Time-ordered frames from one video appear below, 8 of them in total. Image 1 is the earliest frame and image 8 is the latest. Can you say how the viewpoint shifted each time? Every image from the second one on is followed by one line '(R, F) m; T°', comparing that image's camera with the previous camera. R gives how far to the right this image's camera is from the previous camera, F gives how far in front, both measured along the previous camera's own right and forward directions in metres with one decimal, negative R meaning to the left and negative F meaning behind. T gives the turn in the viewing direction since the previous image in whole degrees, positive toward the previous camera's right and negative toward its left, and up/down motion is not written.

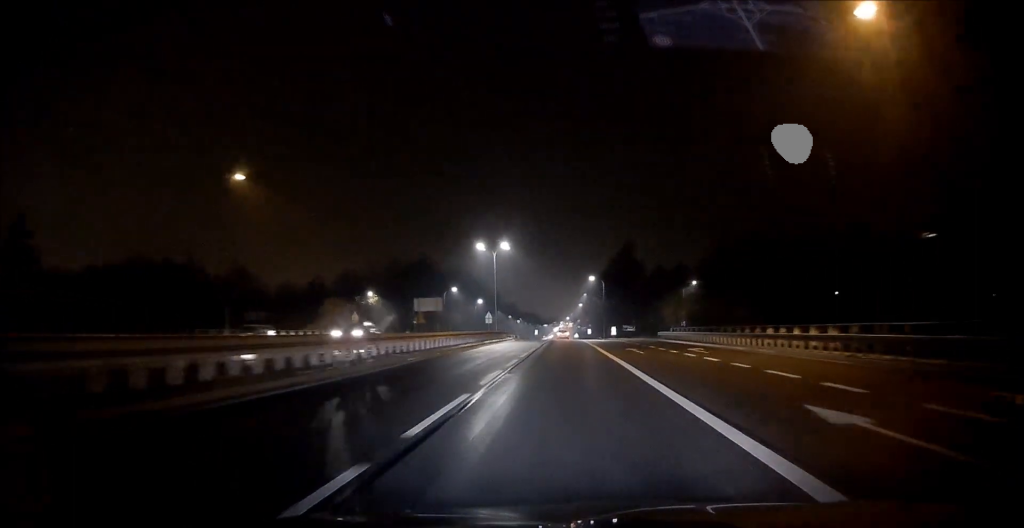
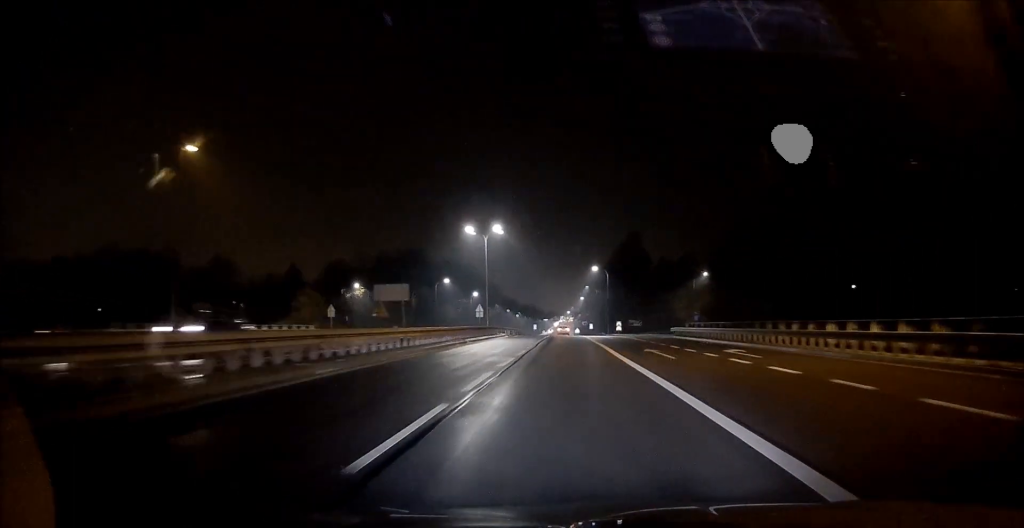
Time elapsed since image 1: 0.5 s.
(+0.2, +8.1) m; +1°
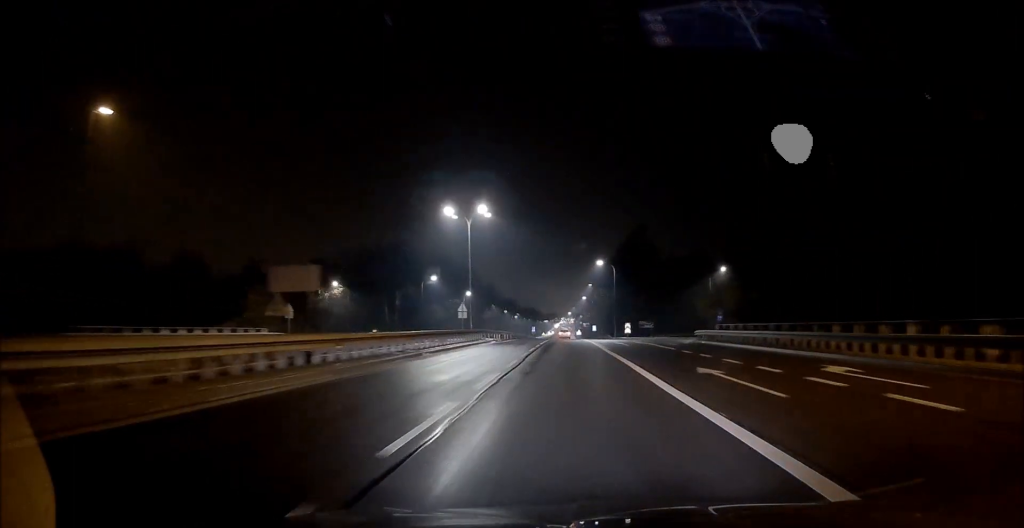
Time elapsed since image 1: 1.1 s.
(+0.1, +11.0) m; 0°
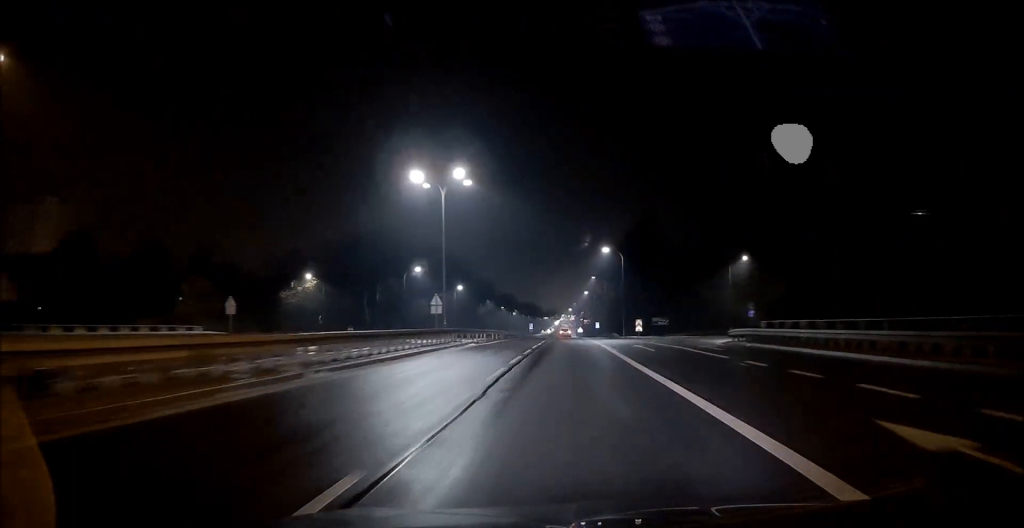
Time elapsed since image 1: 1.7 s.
(0.0, +11.0) m; -1°
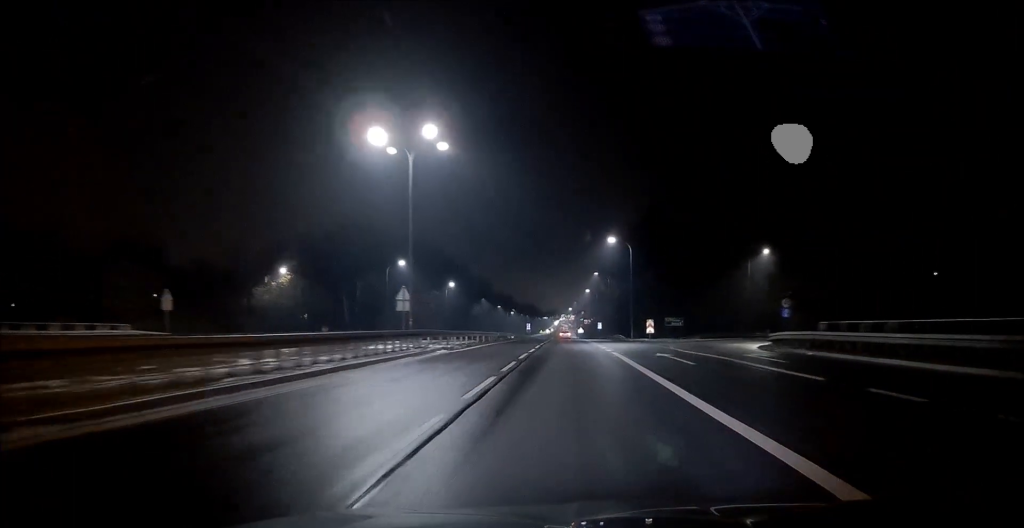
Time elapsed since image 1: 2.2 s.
(-0.1, +8.6) m; 0°
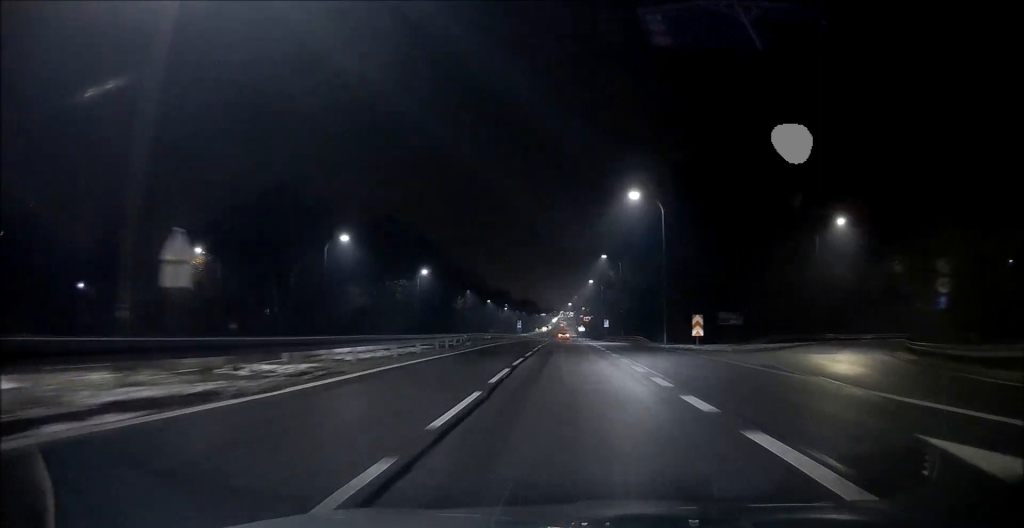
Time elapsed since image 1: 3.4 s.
(0.0, +20.6) m; 0°
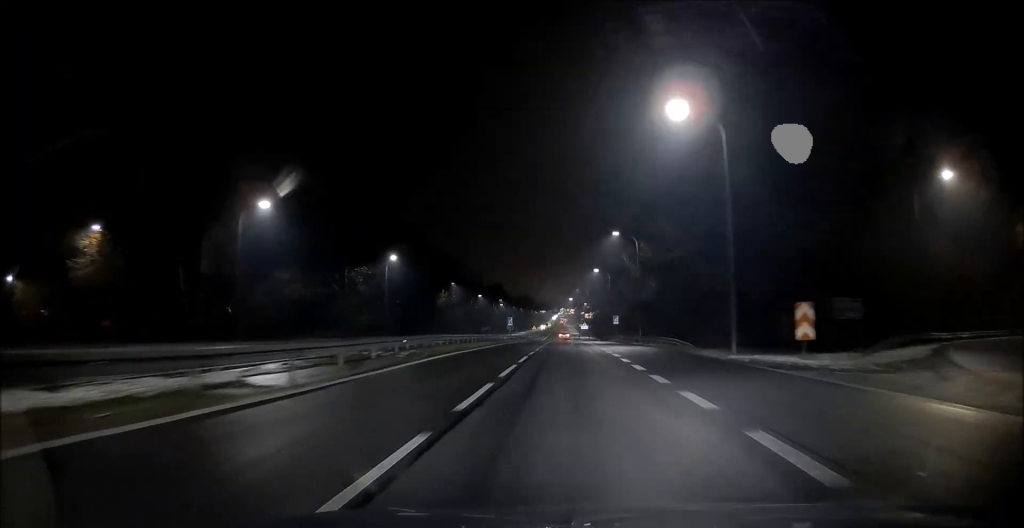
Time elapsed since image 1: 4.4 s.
(0.0, +16.4) m; 0°
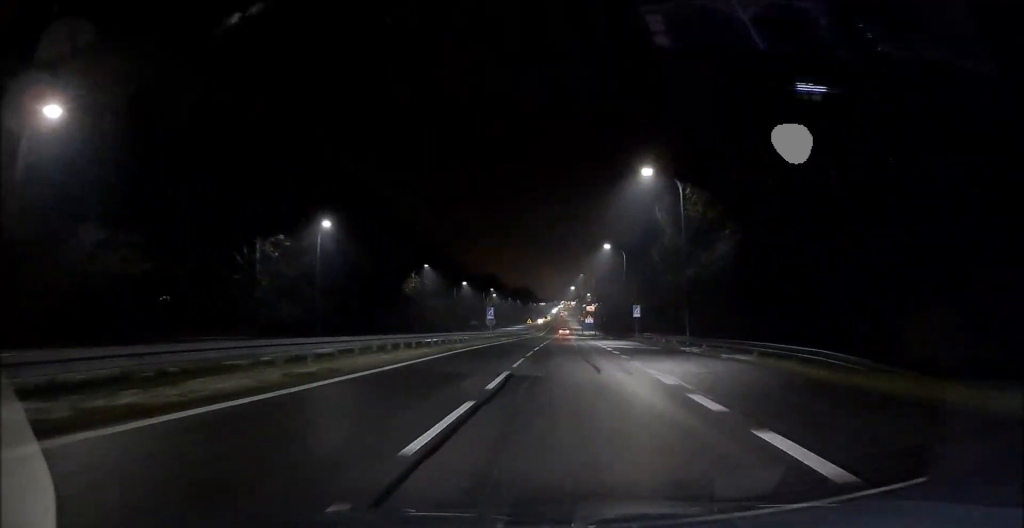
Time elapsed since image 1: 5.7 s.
(+0.2, +21.3) m; 0°
